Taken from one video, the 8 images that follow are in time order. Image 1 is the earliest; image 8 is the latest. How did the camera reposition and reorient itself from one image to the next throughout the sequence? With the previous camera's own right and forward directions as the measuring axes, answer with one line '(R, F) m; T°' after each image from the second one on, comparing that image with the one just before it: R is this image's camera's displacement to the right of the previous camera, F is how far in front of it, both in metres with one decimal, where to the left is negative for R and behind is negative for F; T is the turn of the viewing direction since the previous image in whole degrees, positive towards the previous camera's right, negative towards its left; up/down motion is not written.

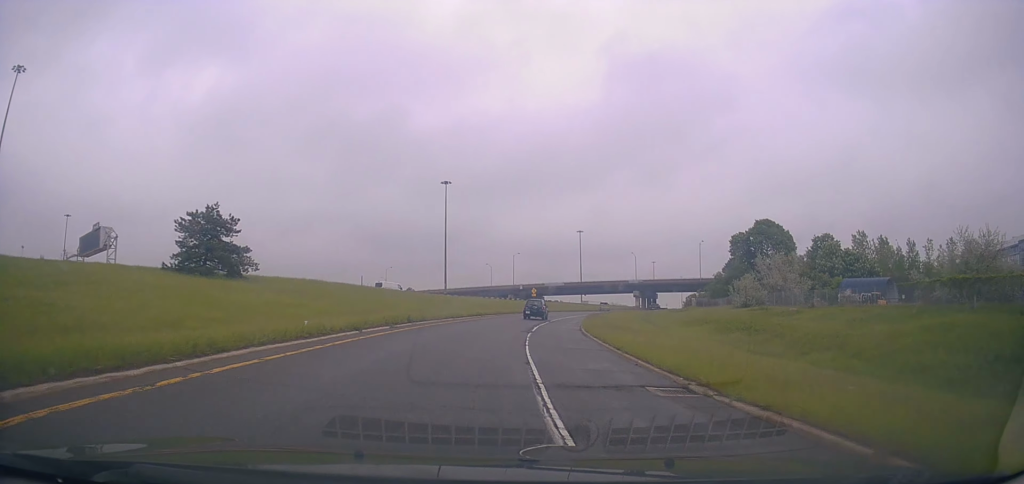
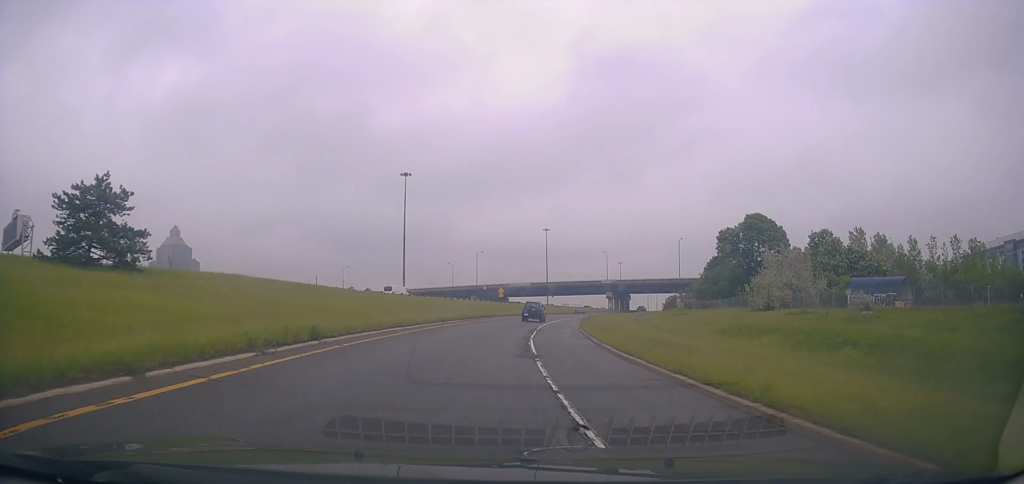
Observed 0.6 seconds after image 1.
(+0.5, +11.9) m; +4°
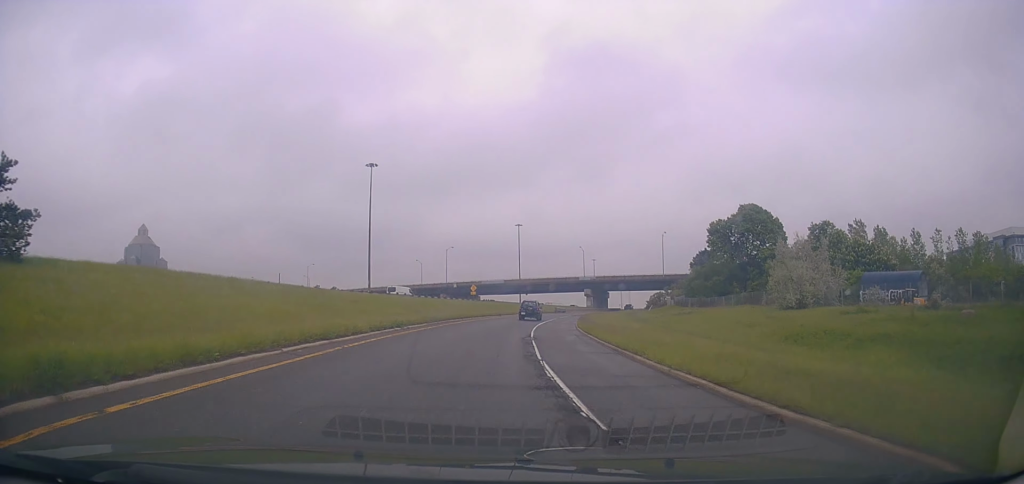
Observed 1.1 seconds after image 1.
(+0.3, +9.1) m; +3°
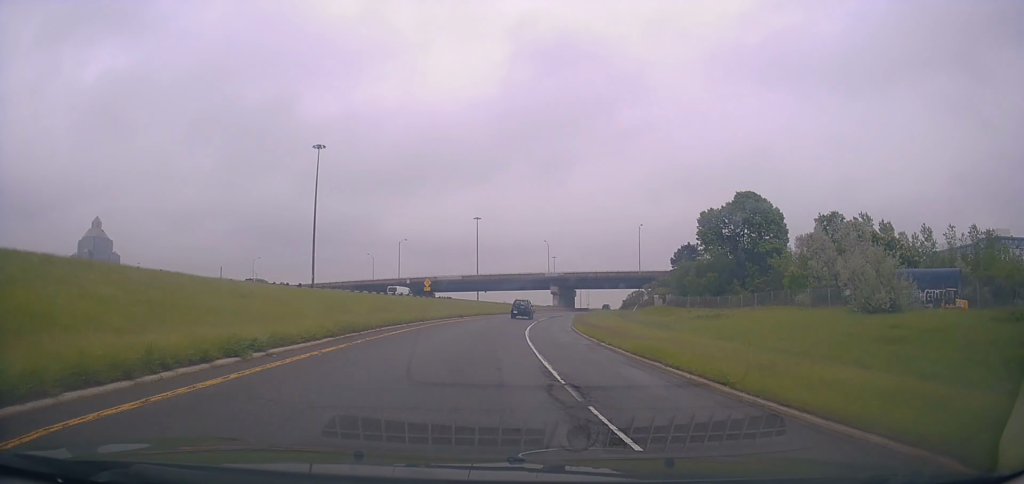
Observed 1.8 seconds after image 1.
(+0.5, +14.1) m; +4°
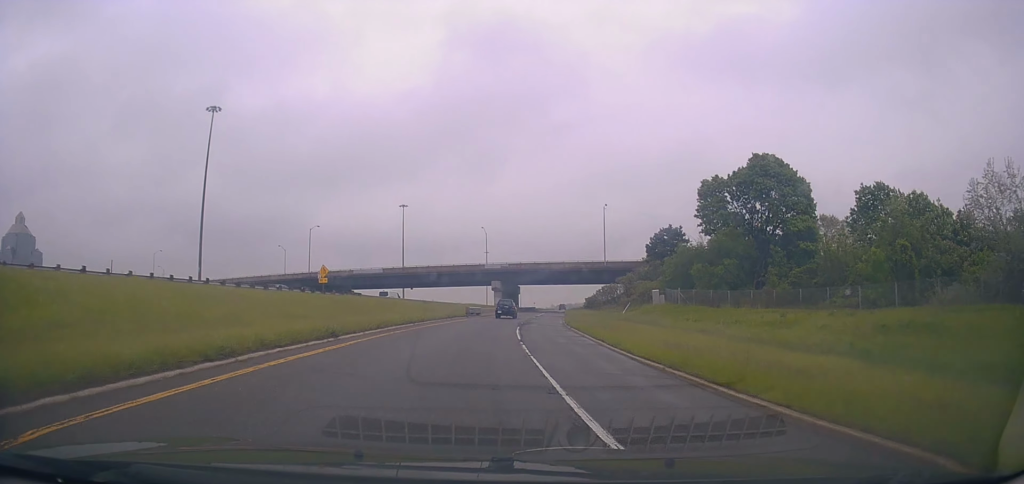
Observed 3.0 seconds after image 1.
(+1.6, +25.8) m; +9°
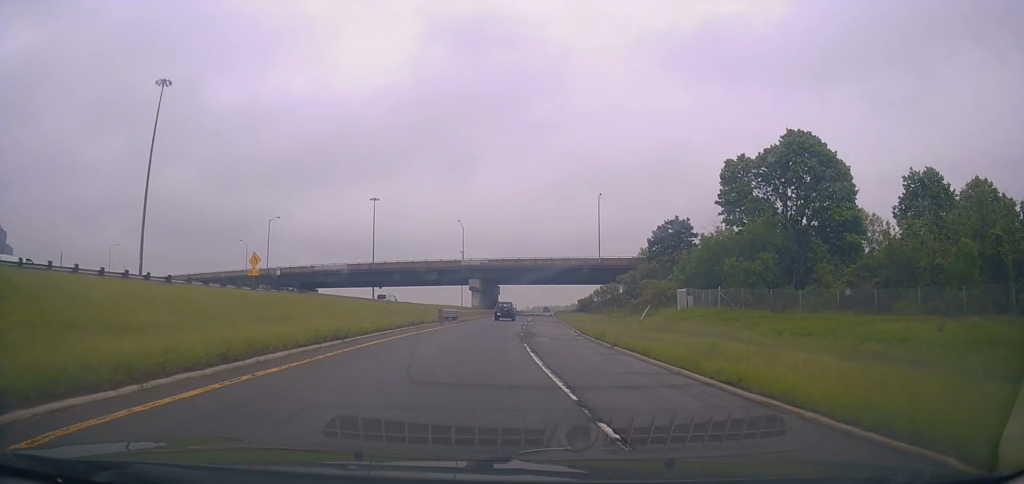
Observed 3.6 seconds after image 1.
(+0.6, +12.9) m; +3°
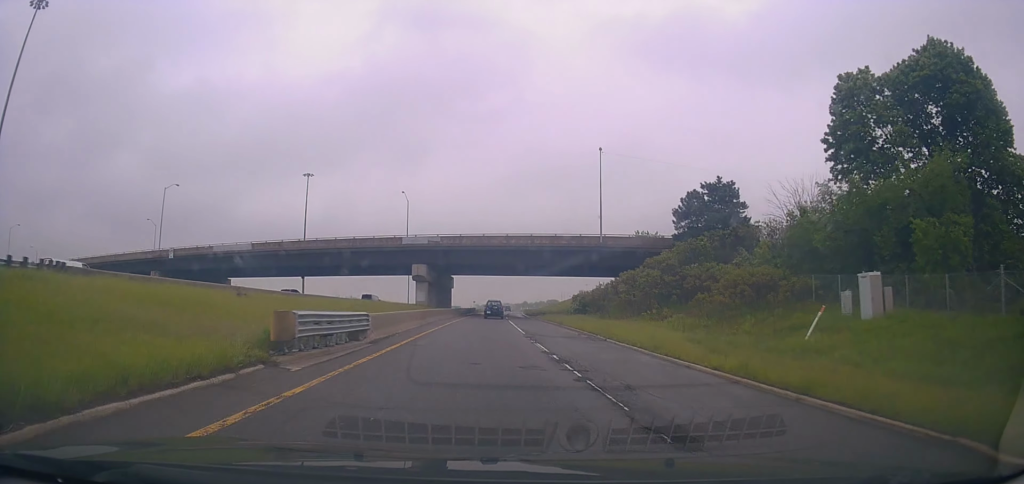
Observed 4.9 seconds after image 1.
(+1.1, +27.3) m; +3°
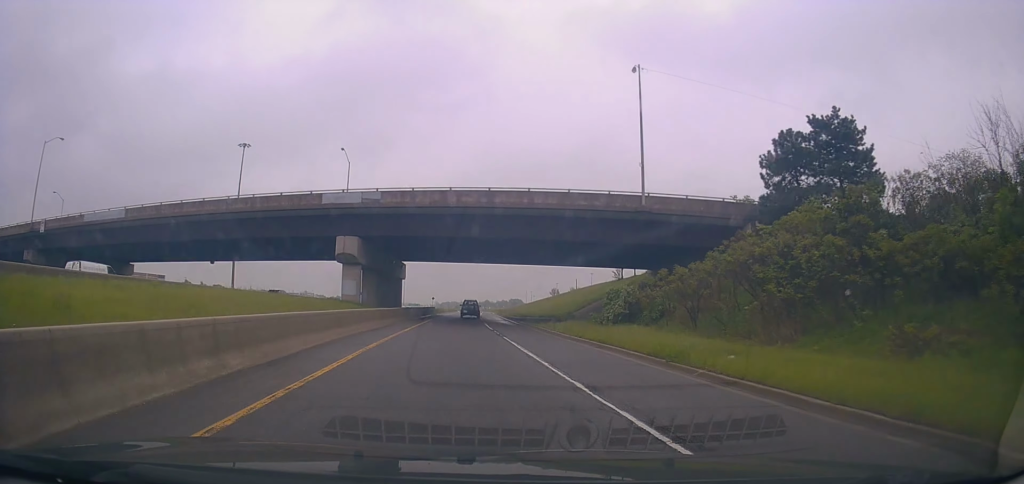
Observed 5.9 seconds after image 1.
(+0.3, +23.8) m; +4°
